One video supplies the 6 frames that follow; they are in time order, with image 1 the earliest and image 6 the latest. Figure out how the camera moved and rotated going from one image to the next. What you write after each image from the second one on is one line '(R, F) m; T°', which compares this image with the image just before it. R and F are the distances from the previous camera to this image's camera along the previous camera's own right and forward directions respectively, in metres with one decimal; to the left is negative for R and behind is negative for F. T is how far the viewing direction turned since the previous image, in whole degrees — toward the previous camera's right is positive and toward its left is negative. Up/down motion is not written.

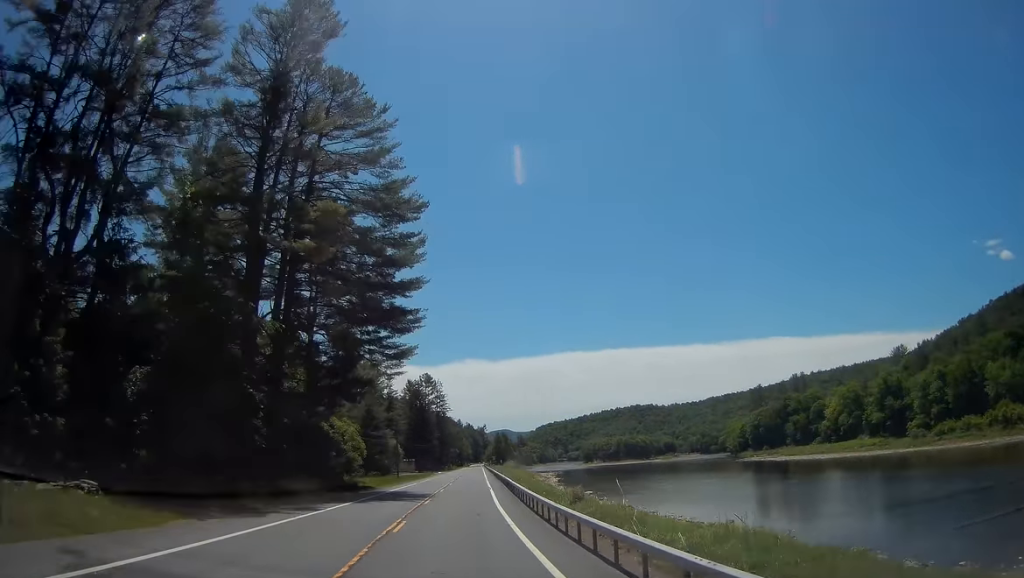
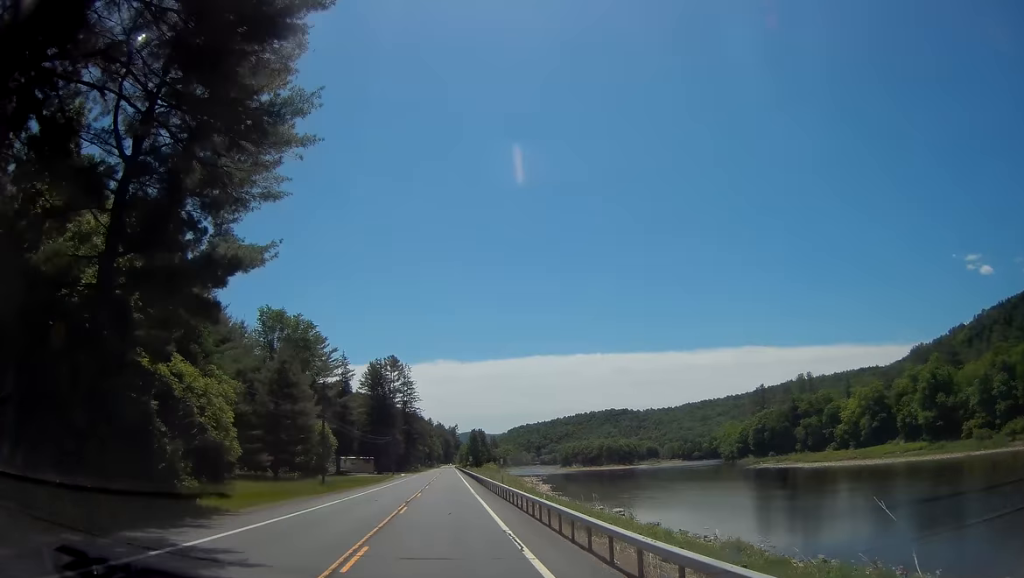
(+0.8, +30.7) m; +3°
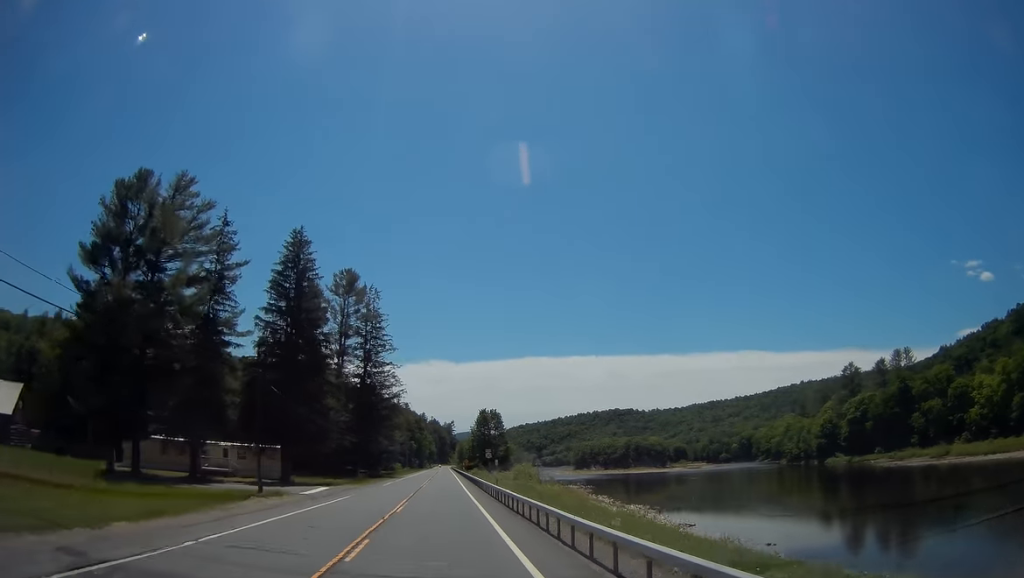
(+1.9, +72.0) m; +2°
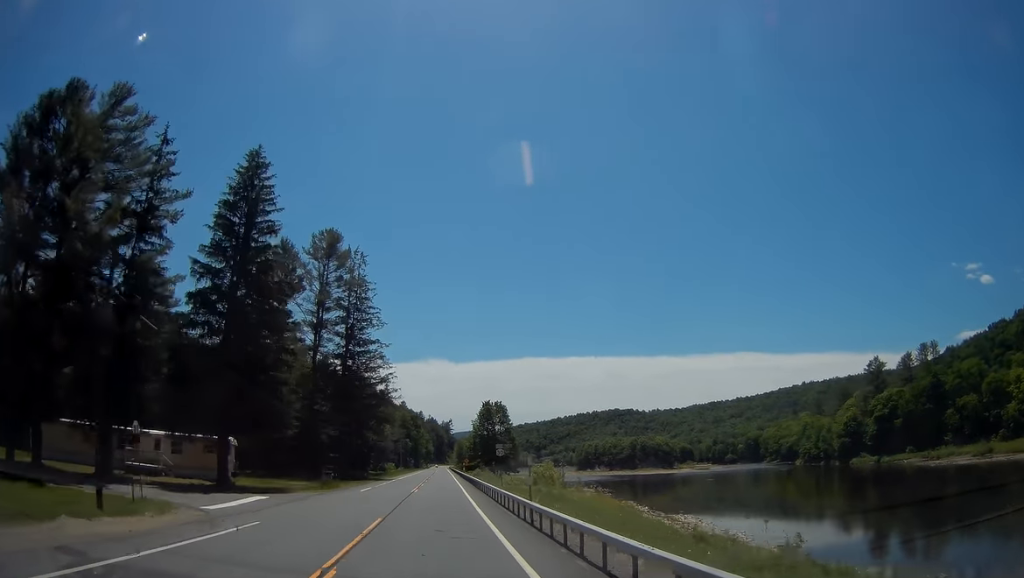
(+0.1, +16.1) m; 0°
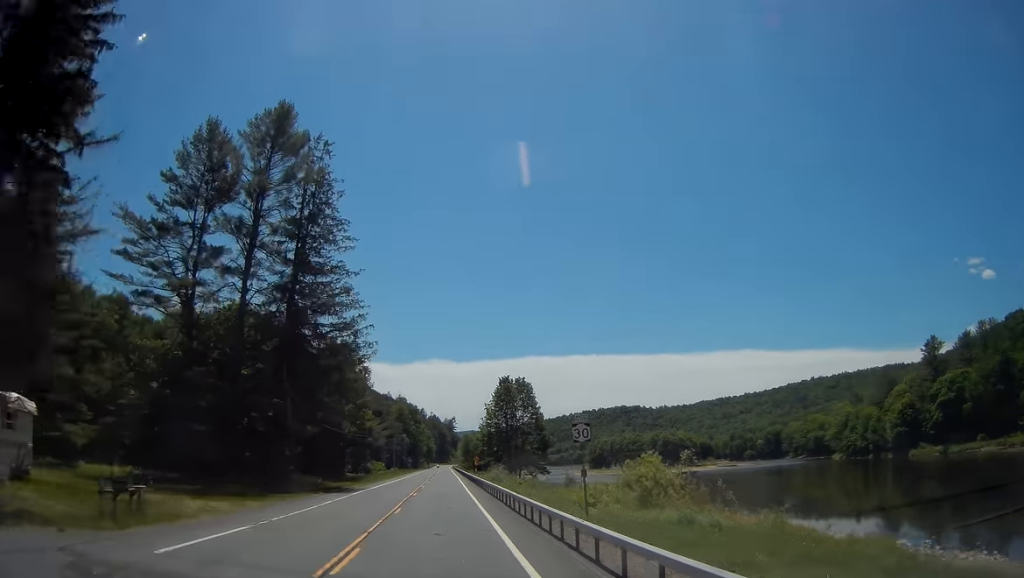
(-0.2, +28.6) m; -1°
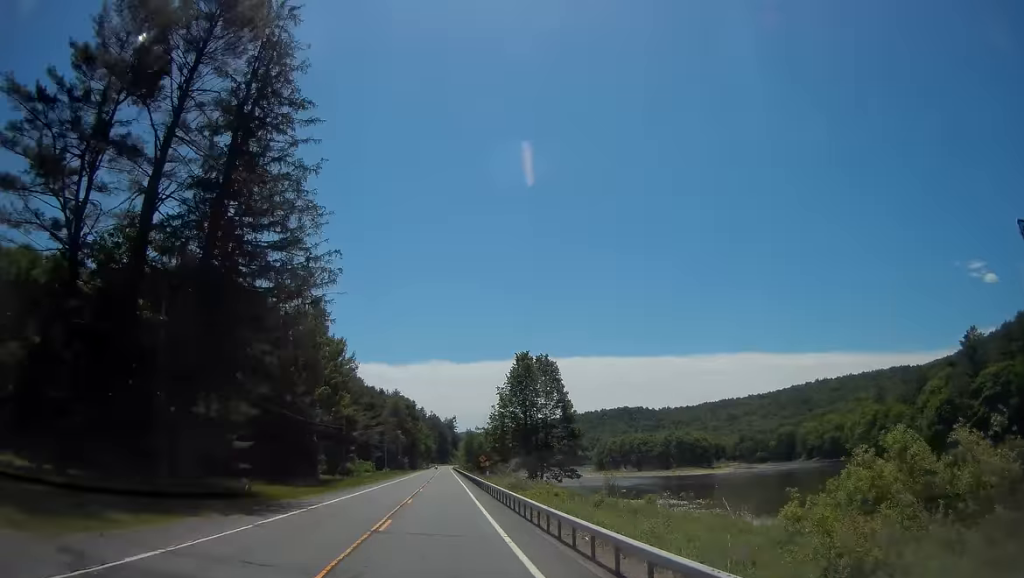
(-0.2, +17.7) m; 0°
